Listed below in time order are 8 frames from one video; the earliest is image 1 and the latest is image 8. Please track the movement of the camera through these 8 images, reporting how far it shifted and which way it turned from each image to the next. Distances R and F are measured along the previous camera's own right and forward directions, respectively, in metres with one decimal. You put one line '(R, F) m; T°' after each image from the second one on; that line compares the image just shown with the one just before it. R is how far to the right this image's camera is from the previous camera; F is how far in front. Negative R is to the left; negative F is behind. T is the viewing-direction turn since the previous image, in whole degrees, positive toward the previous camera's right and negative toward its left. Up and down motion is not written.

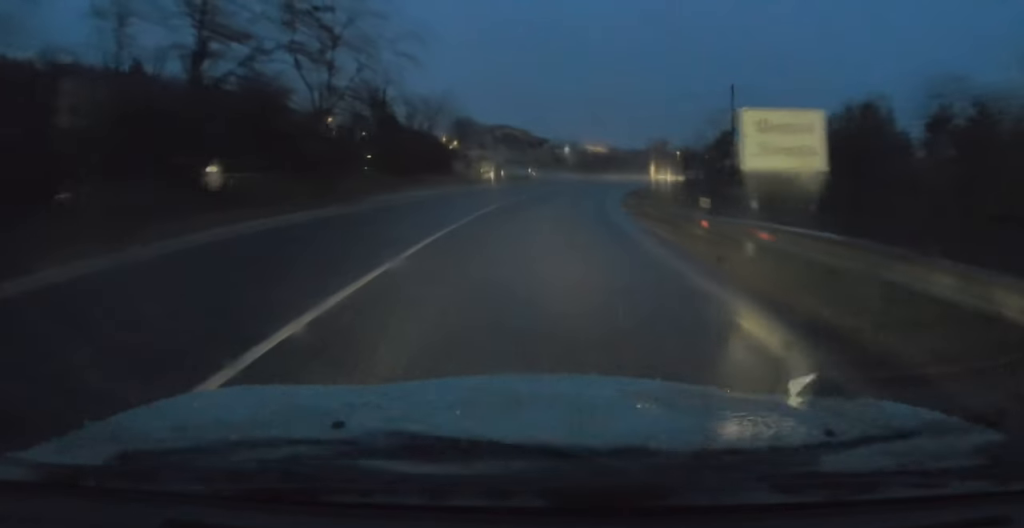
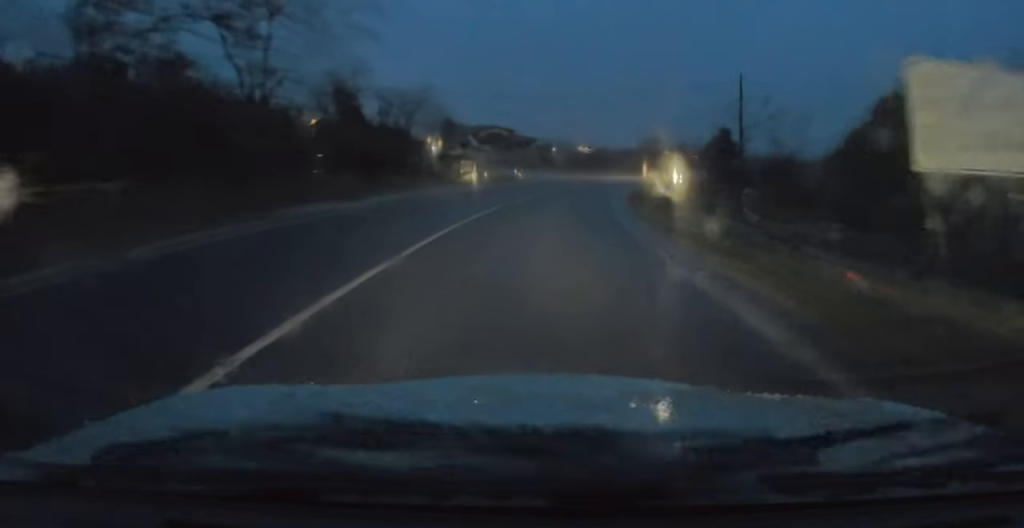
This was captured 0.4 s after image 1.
(+0.1, +6.9) m; +1°
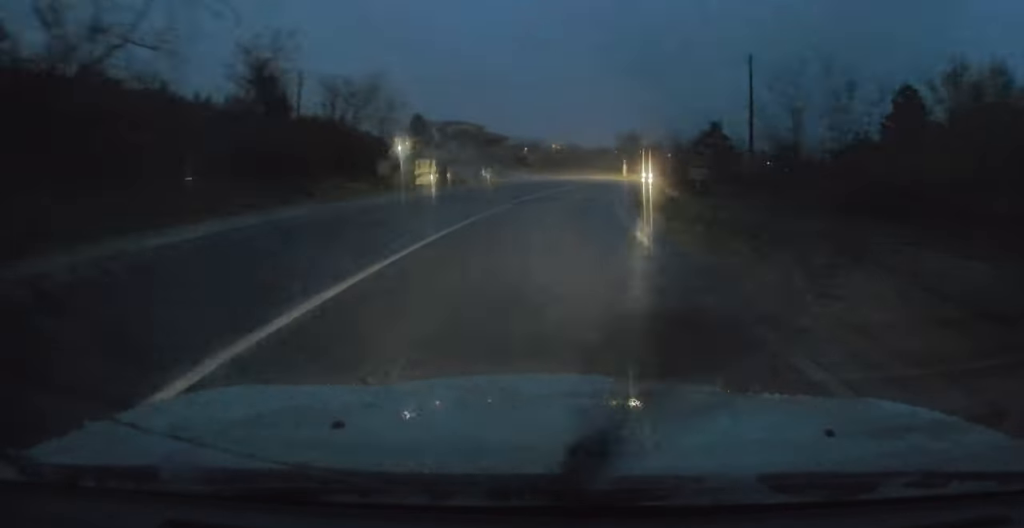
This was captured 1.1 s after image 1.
(+0.1, +10.0) m; +2°
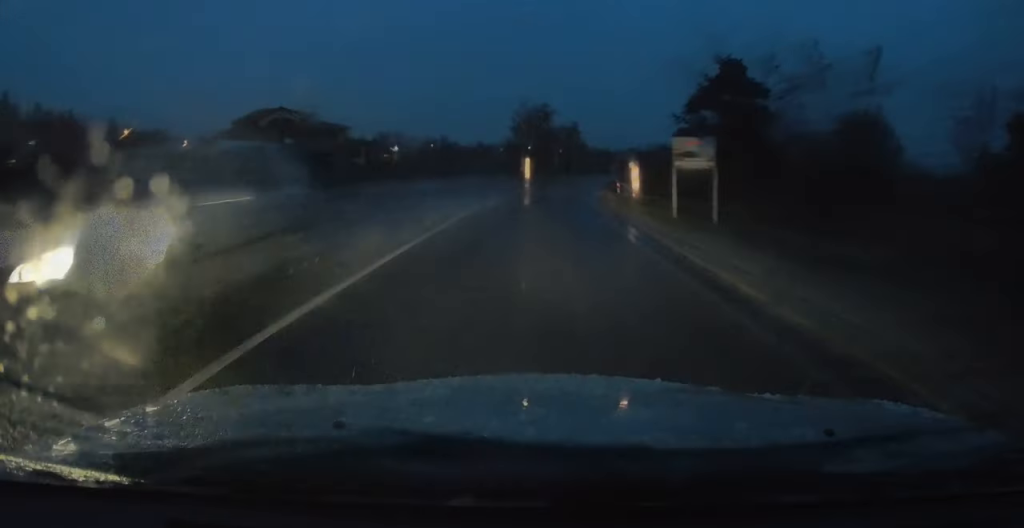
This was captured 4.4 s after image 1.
(+4.4, +52.2) m; +9°
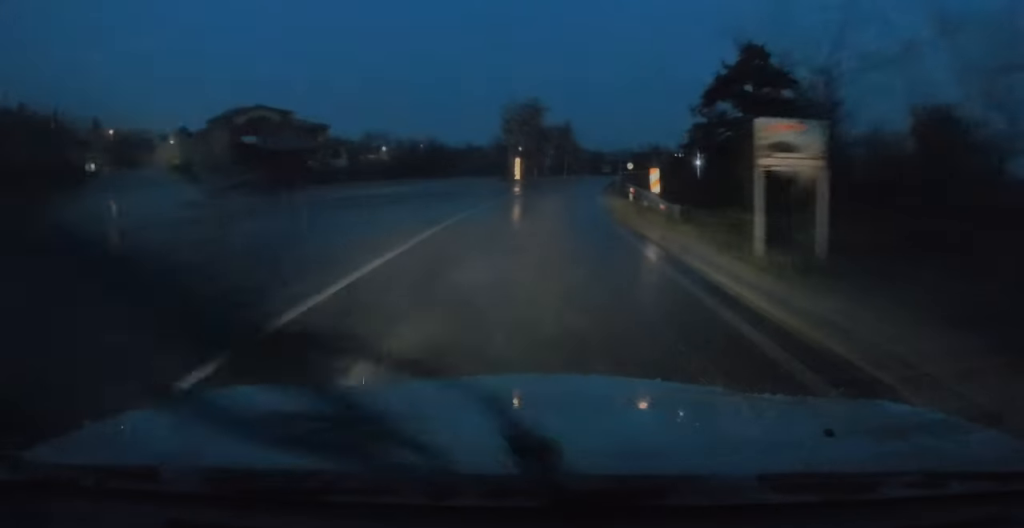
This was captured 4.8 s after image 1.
(-0.1, +6.2) m; +1°
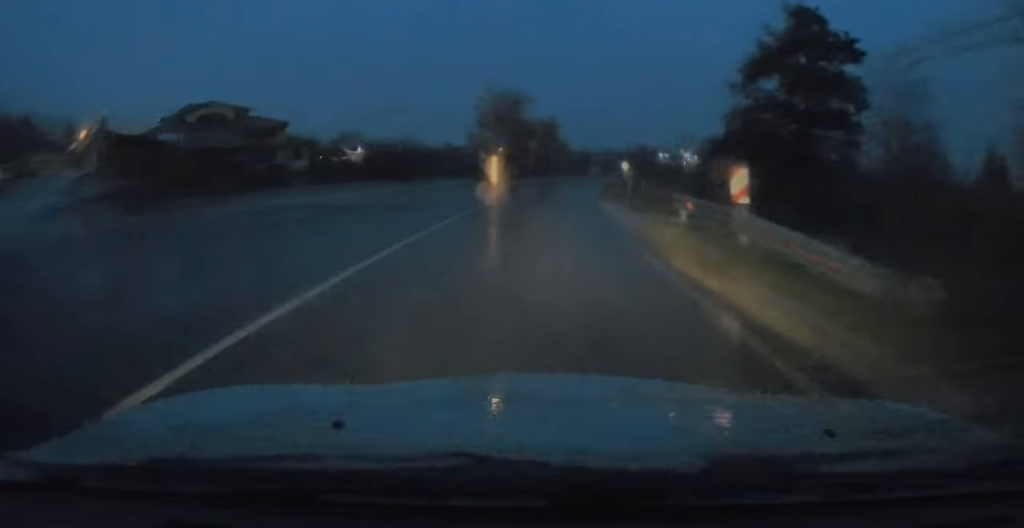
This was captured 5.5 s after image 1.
(+0.4, +10.4) m; +2°
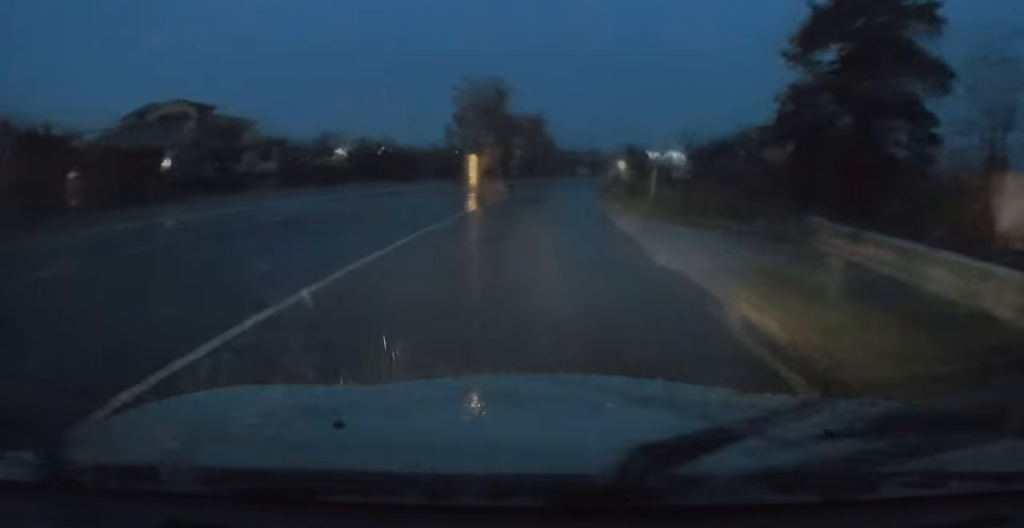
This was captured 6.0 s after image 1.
(+0.1, +7.3) m; +1°
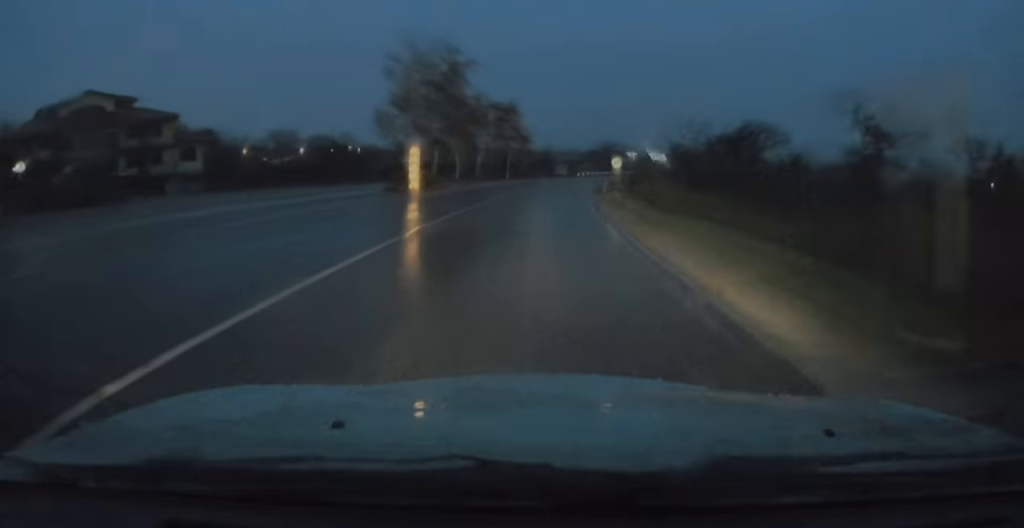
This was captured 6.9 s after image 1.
(+0.2, +14.3) m; +1°
